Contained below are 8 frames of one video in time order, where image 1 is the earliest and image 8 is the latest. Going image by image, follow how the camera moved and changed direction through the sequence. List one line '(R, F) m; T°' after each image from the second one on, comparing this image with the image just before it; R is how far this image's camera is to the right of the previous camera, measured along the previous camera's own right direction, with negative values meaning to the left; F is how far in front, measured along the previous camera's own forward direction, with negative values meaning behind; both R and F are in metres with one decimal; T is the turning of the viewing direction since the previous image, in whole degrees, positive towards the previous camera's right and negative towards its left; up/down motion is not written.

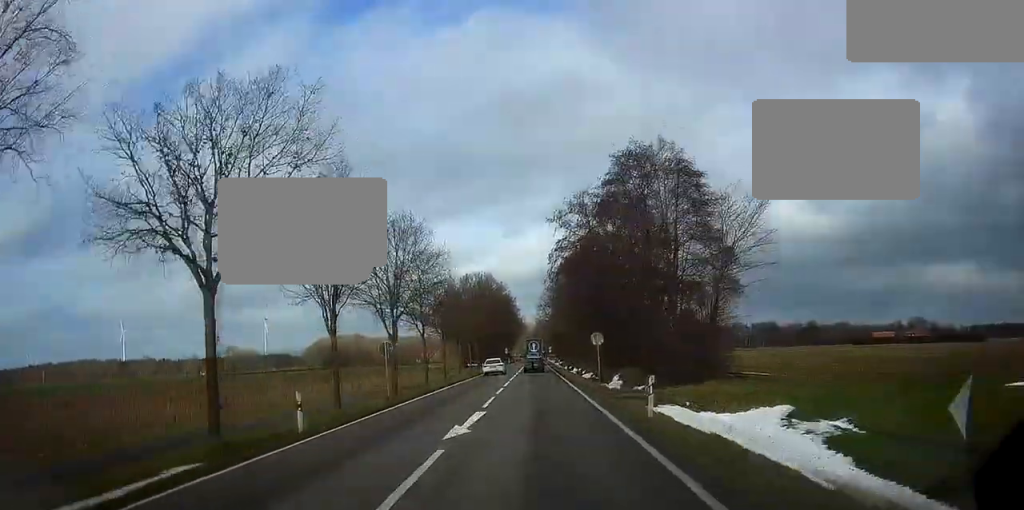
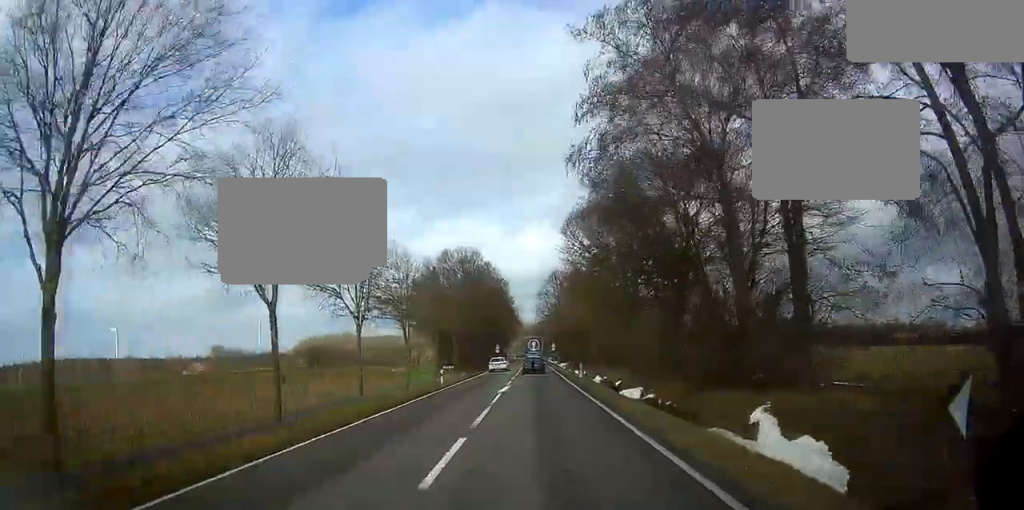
(+4.7, +29.8) m; +8°
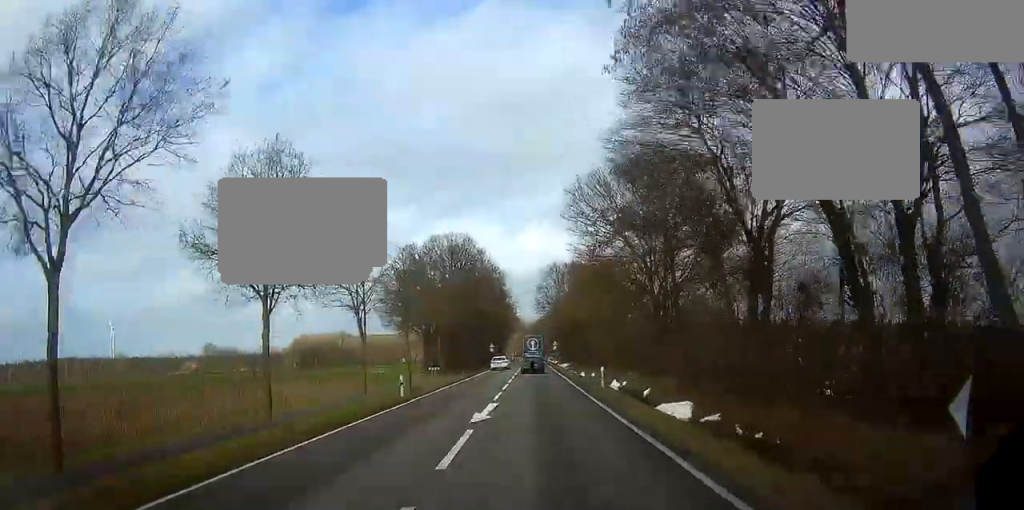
(-0.2, +11.7) m; -1°
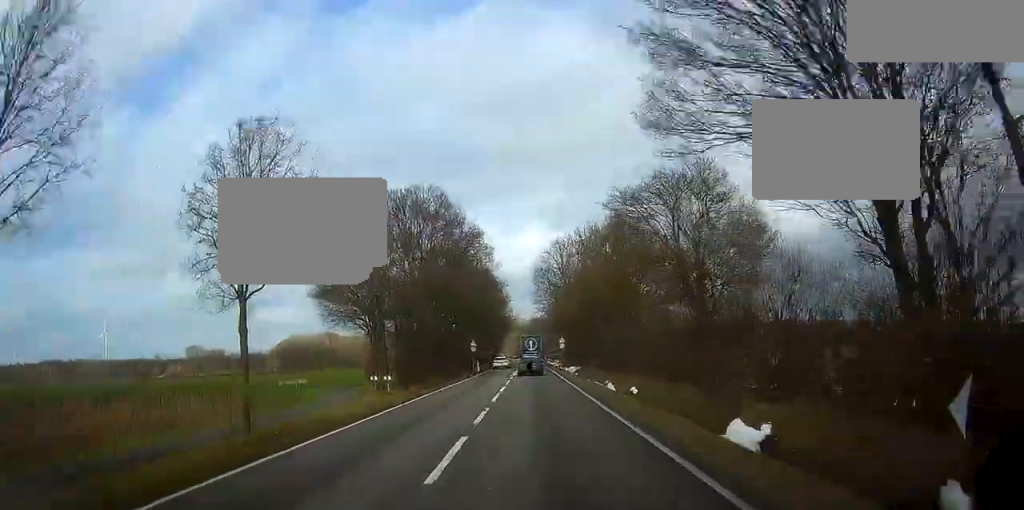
(-2.0, +26.2) m; -7°
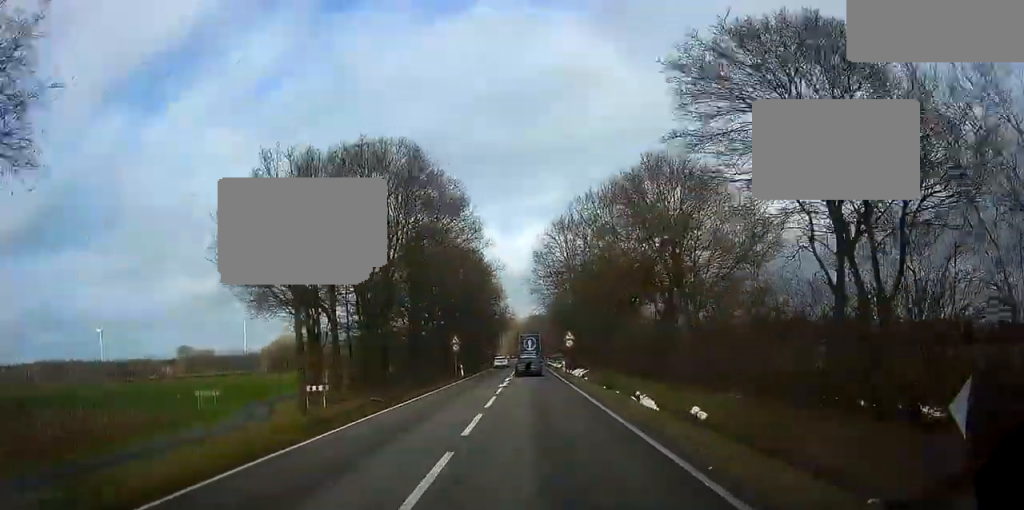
(+0.5, +14.9) m; -5°
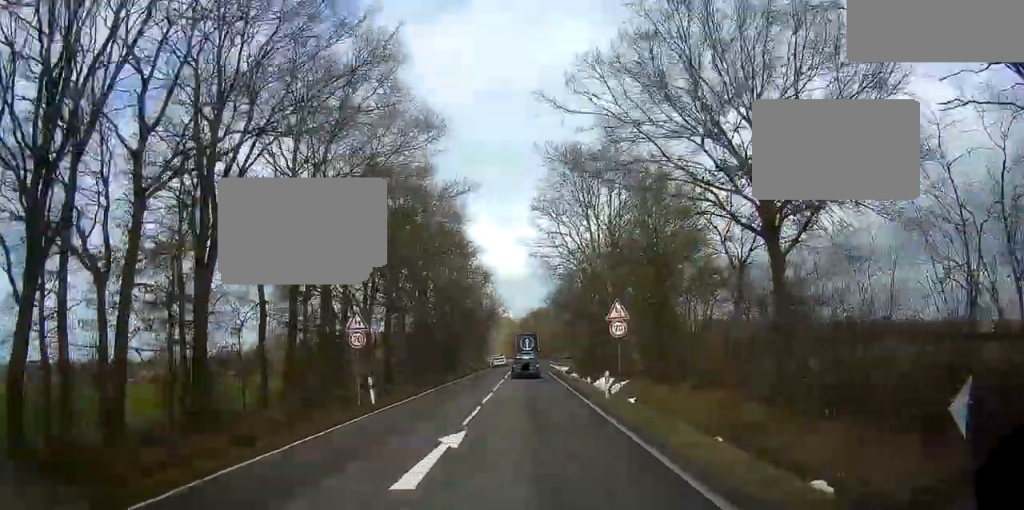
(-3.6, +29.2) m; +6°
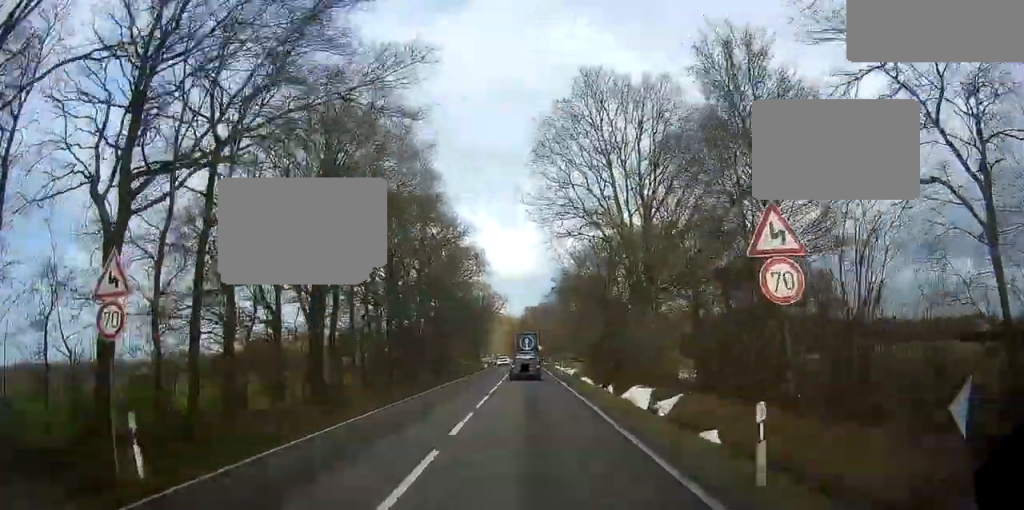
(+3.9, +14.2) m; +5°
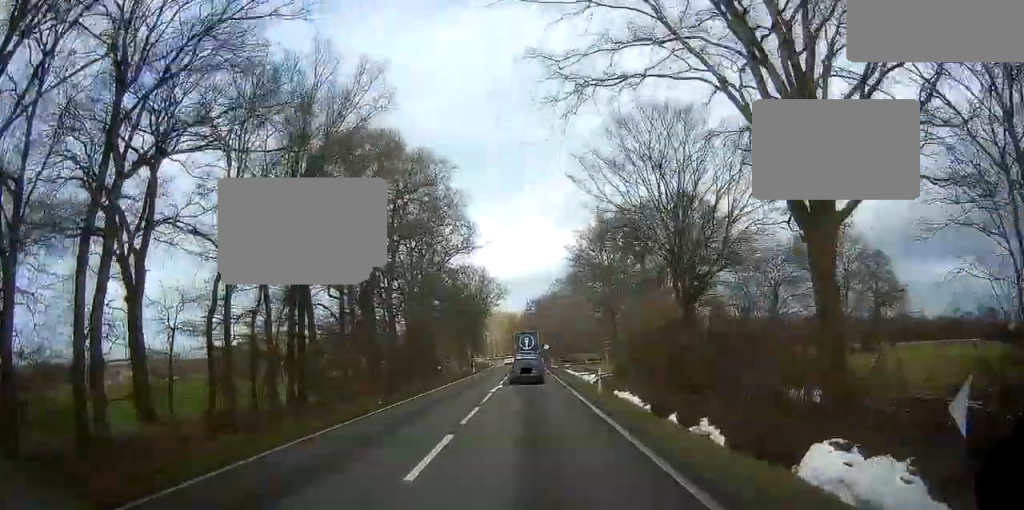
(+1.3, +23.0) m; +1°
